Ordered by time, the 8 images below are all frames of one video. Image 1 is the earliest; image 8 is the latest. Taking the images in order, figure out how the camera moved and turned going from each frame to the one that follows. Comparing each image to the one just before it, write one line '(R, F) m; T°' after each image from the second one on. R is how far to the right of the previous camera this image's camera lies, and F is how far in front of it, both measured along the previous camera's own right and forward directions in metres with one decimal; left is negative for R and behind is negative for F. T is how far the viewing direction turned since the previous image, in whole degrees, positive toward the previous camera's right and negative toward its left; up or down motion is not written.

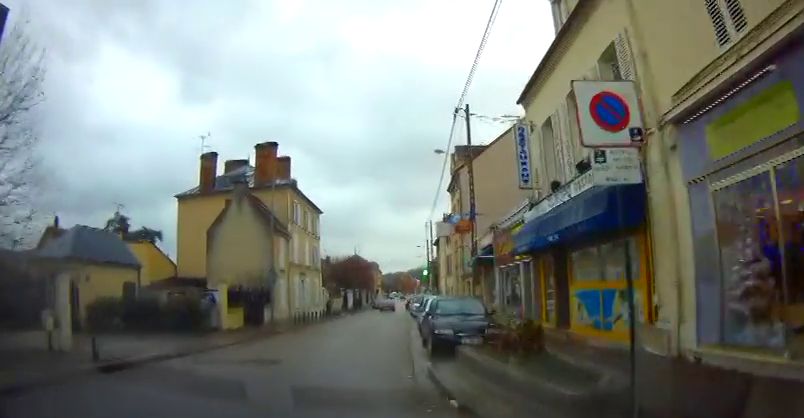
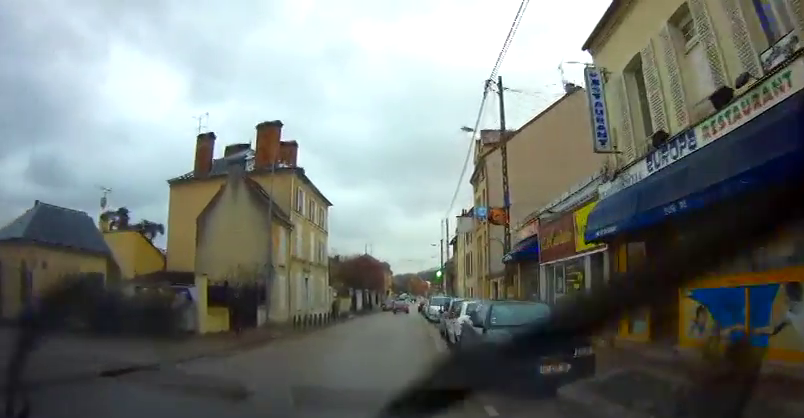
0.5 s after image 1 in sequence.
(-0.1, +4.3) m; 0°
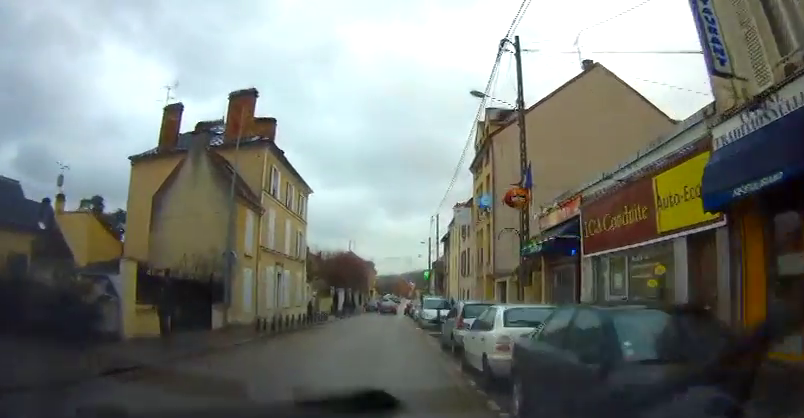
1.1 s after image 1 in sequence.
(0.0, +4.8) m; +1°
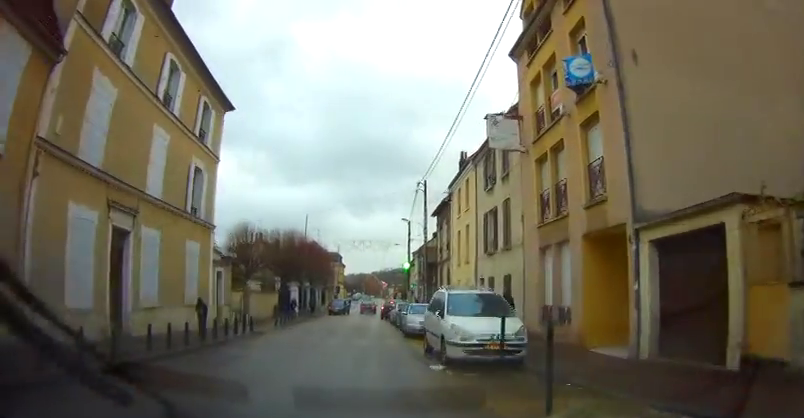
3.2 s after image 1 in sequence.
(+0.3, +16.8) m; +3°
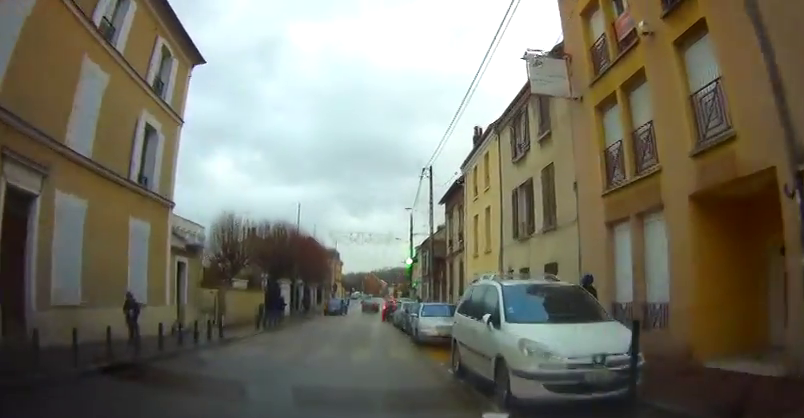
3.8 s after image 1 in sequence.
(0.0, +4.7) m; +1°
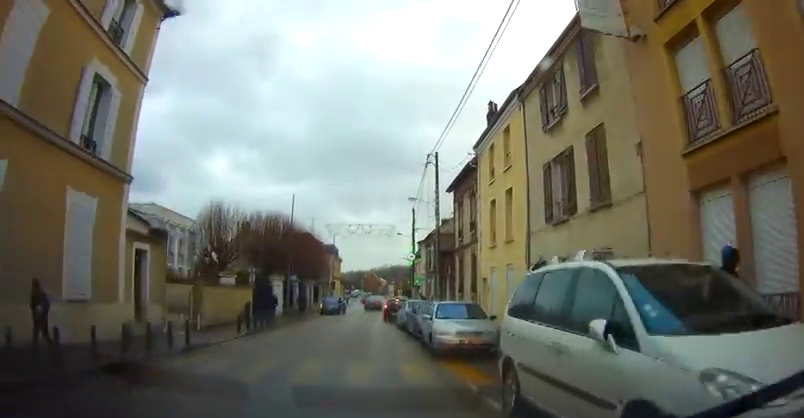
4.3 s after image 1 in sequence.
(+0.1, +3.4) m; +1°
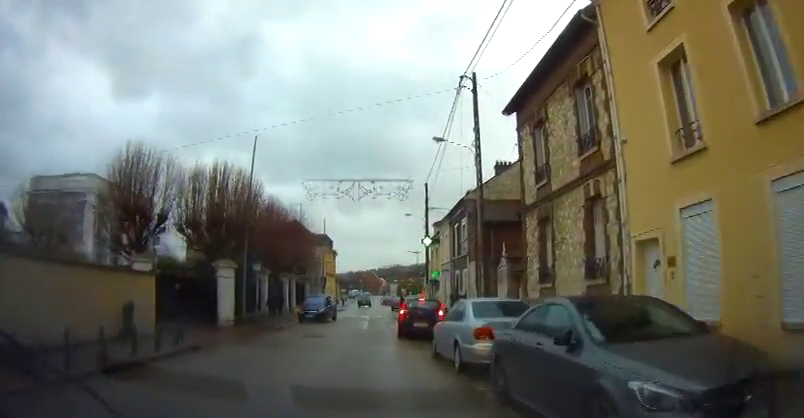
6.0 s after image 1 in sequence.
(0.0, +13.6) m; -1°
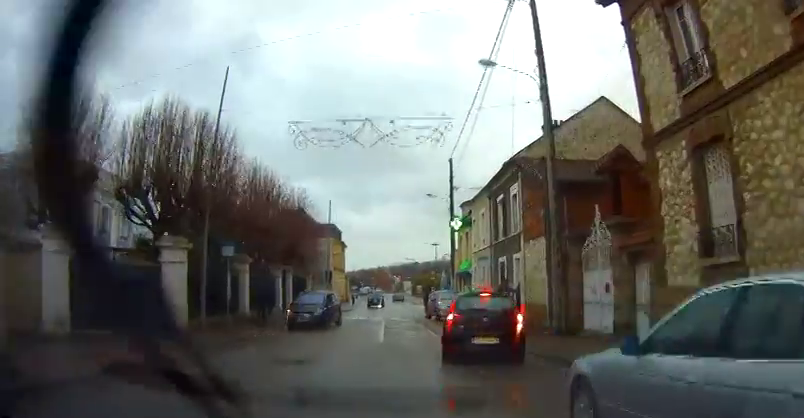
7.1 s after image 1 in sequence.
(-0.1, +7.8) m; 0°
